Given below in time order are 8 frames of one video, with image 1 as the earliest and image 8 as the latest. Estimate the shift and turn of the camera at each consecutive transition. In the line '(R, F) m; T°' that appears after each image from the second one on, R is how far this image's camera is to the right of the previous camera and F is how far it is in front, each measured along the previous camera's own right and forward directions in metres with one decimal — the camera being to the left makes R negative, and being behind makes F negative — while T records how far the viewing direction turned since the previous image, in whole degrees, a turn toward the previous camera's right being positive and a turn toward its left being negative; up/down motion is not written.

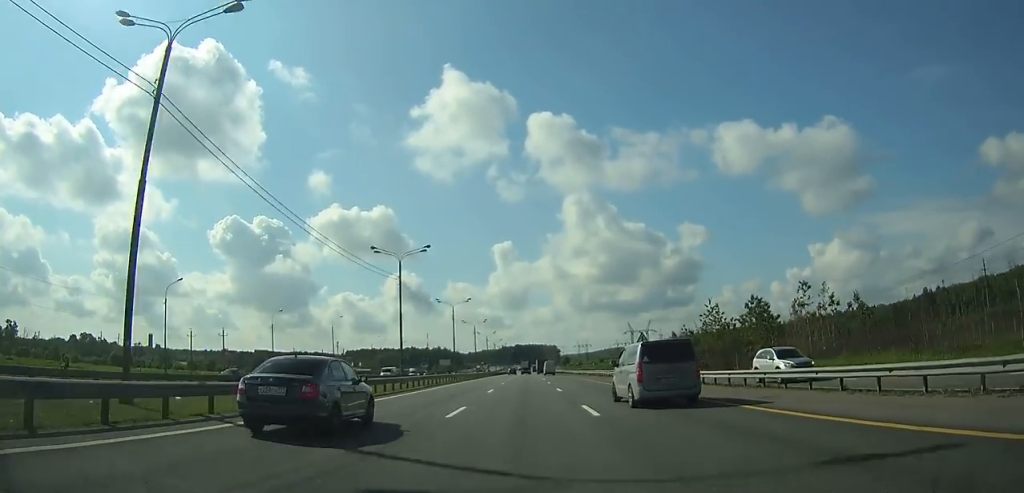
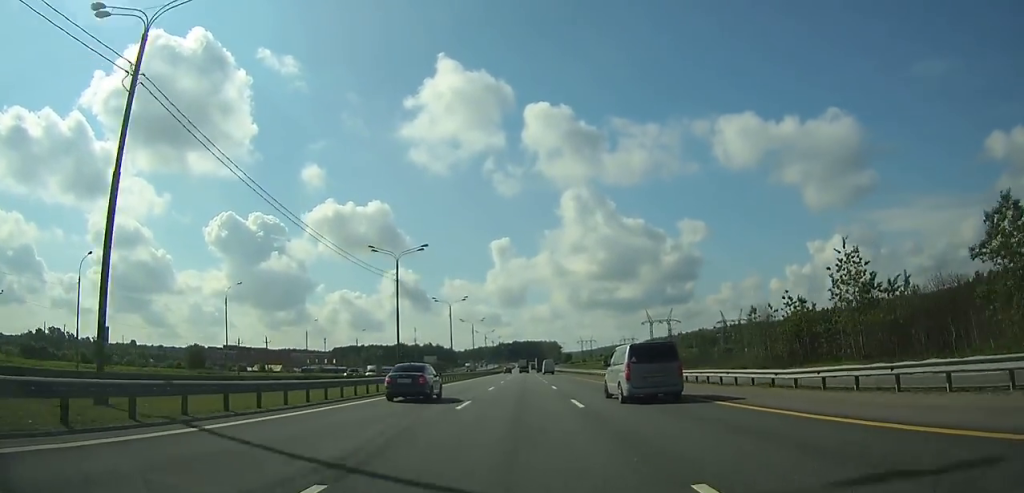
(+0.1, +45.2) m; 0°
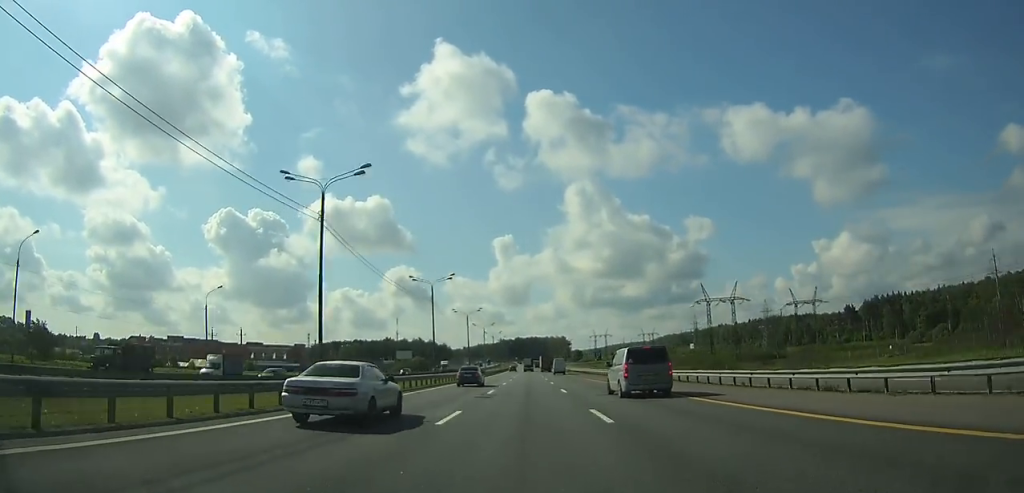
(-0.1, +69.5) m; 0°
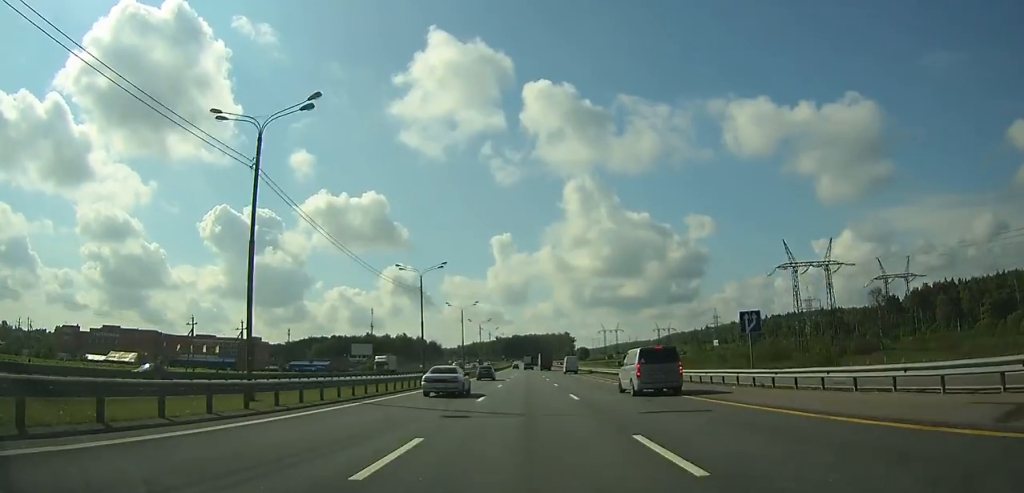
(0.0, +54.1) m; 0°
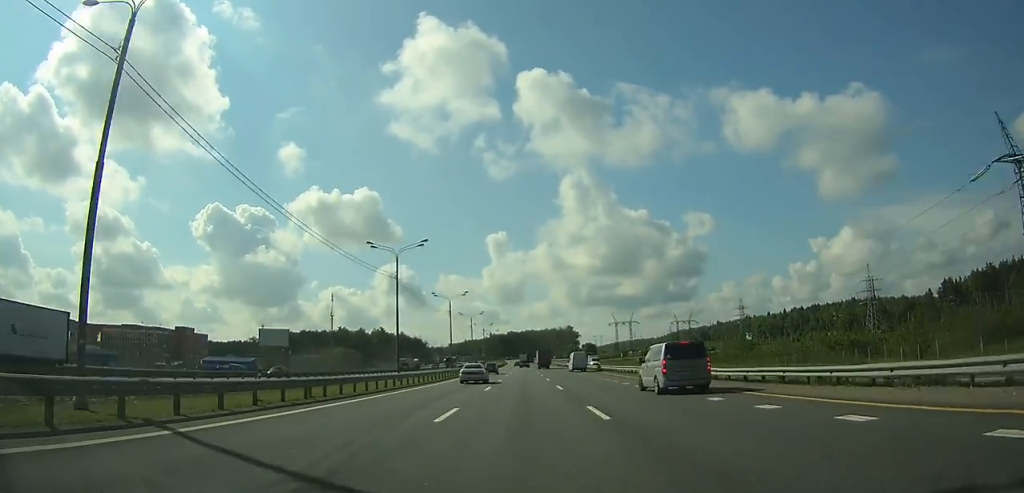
(0.0, +56.3) m; 0°
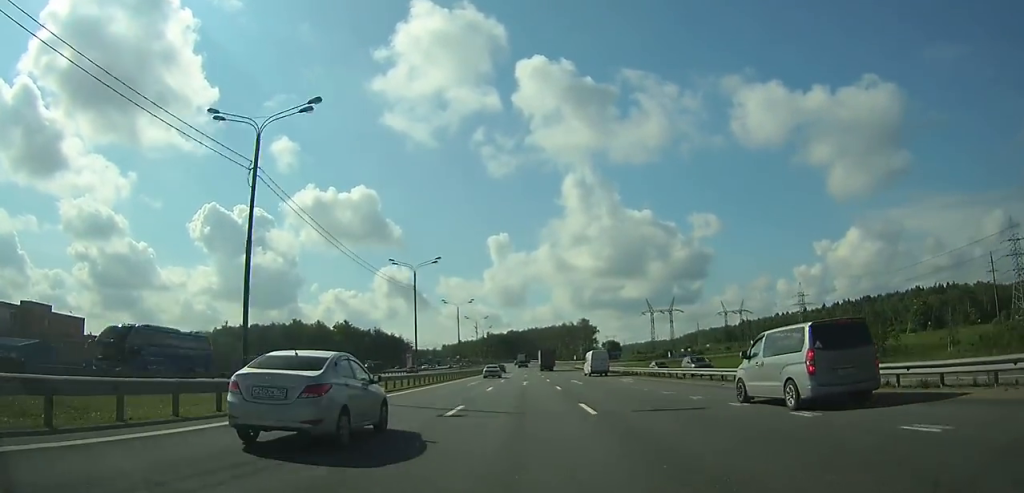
(0.0, +77.8) m; 0°
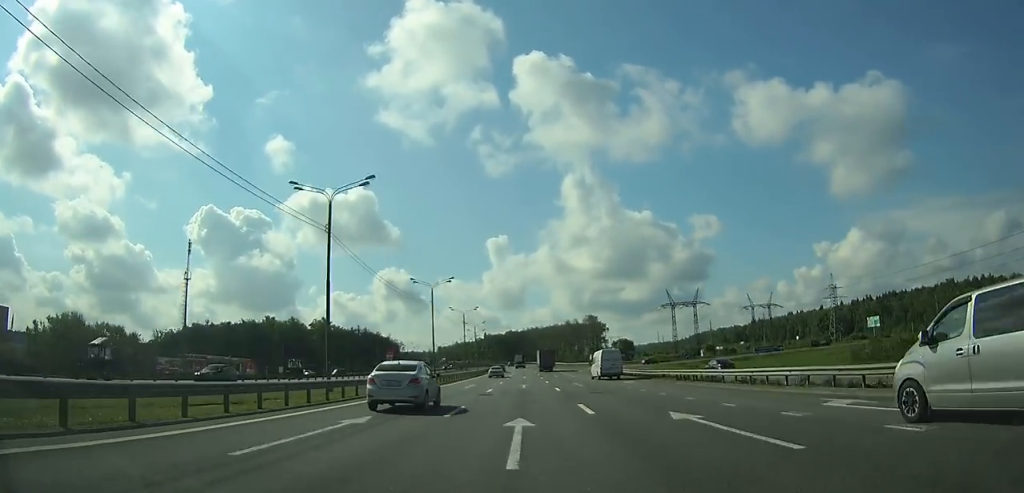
(0.0, +31.6) m; 0°
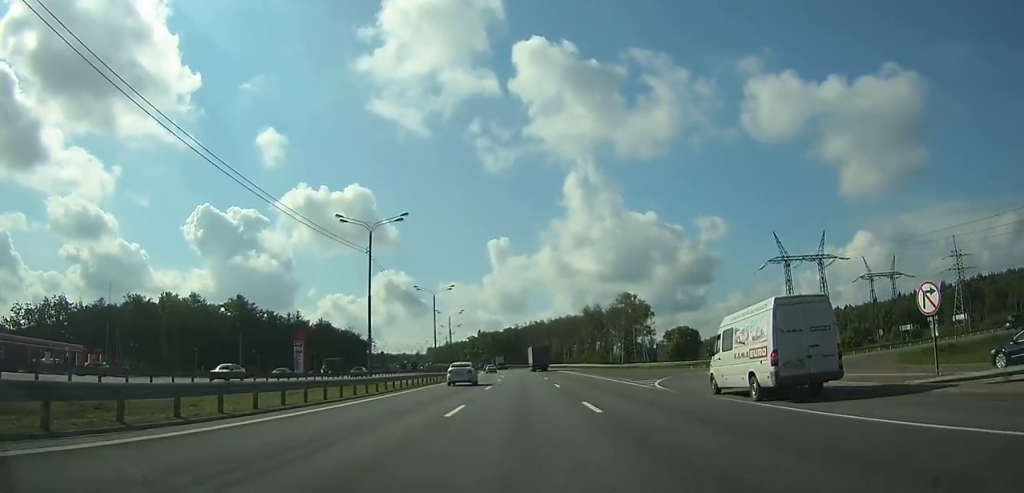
(-0.2, +80.5) m; -1°
